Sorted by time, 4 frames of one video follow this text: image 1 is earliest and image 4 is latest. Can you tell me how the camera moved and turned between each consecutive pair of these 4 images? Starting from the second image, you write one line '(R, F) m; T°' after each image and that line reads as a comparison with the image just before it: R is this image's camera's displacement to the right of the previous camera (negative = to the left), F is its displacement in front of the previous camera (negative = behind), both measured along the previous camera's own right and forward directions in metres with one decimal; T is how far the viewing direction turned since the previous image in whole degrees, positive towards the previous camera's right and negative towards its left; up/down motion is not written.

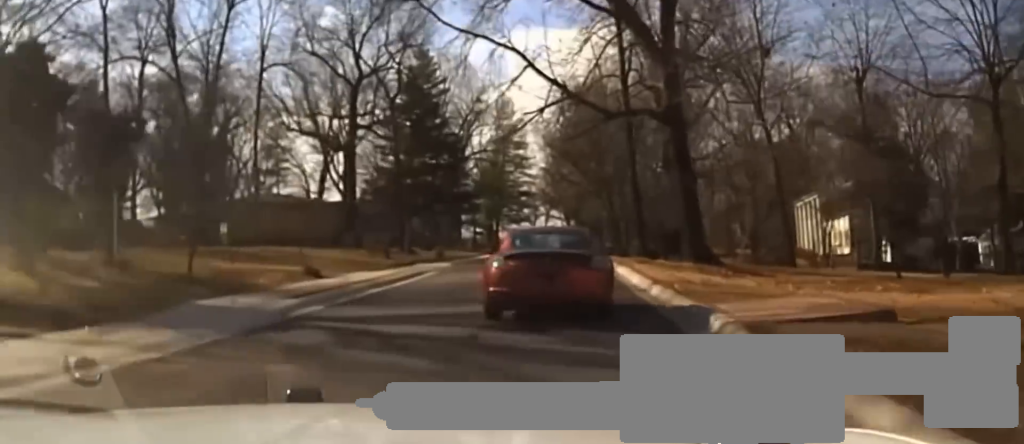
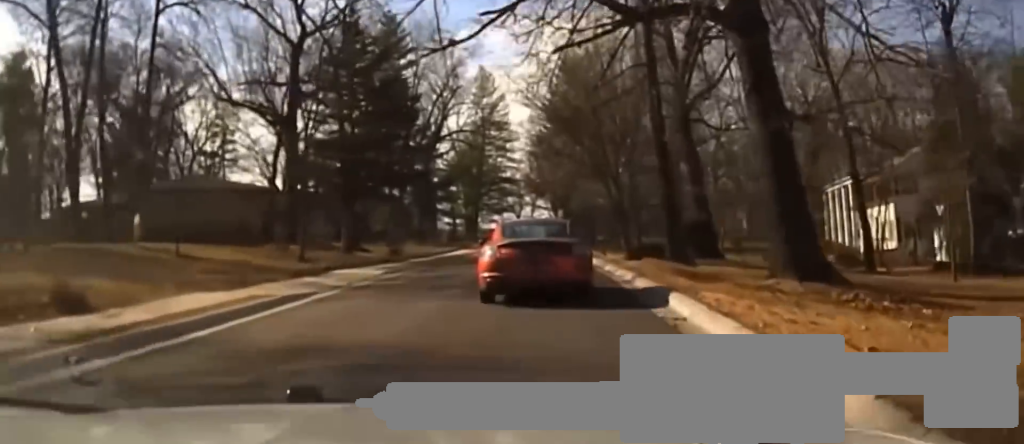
(+0.1, +15.9) m; +2°
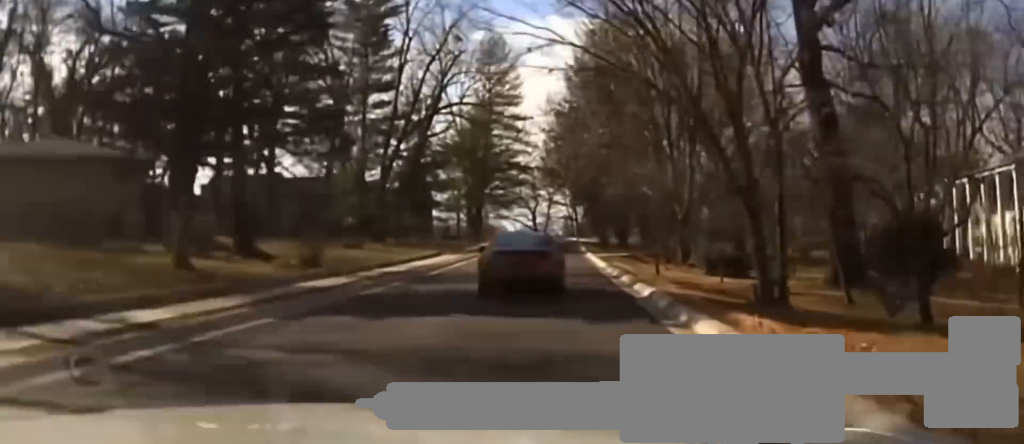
(+0.4, +23.8) m; +1°
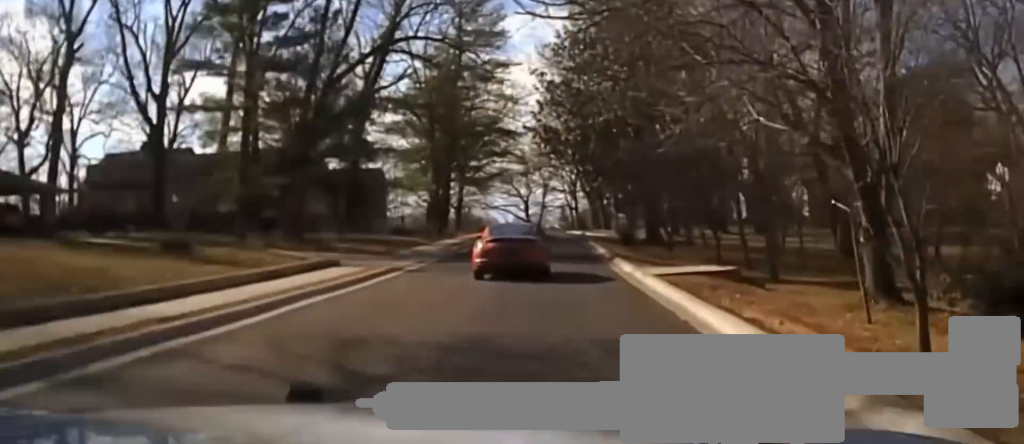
(-0.2, +23.5) m; 0°
